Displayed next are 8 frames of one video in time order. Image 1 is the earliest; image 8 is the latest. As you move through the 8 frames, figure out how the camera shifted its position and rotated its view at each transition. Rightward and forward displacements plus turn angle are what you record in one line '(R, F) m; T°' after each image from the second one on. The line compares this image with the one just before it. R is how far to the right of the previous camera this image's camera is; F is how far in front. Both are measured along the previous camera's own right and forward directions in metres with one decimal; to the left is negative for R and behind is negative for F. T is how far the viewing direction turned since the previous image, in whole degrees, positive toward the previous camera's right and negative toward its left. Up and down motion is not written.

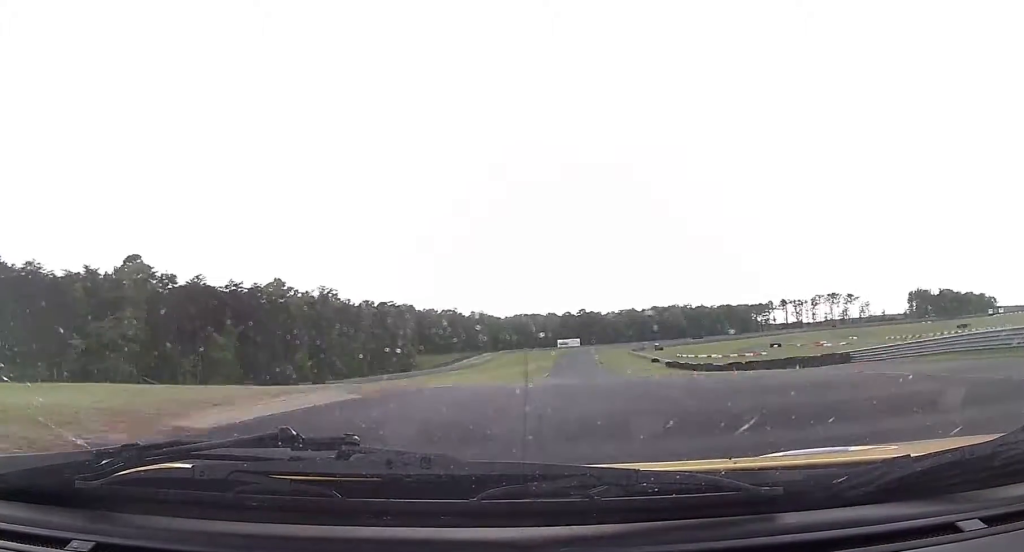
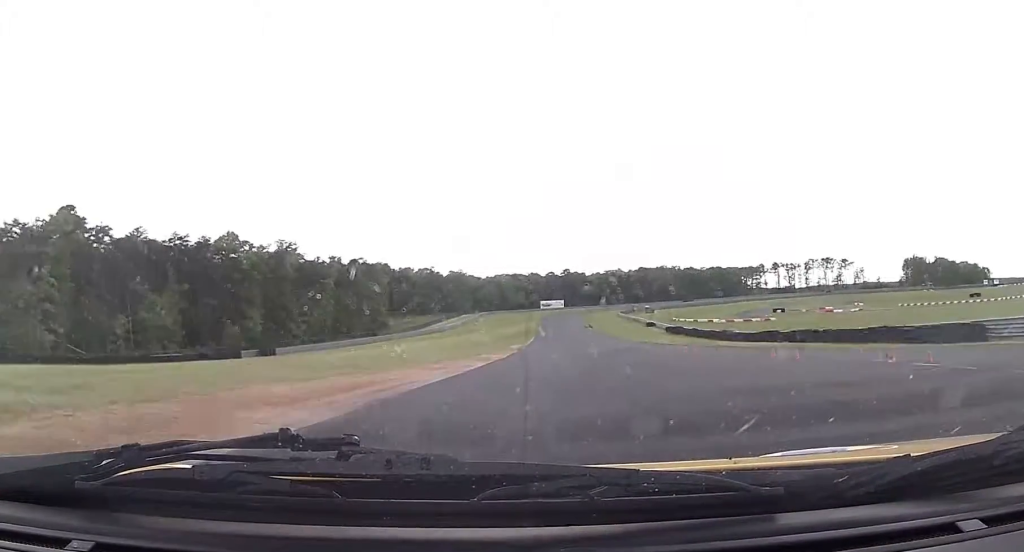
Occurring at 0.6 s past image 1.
(+0.7, +17.3) m; +1°
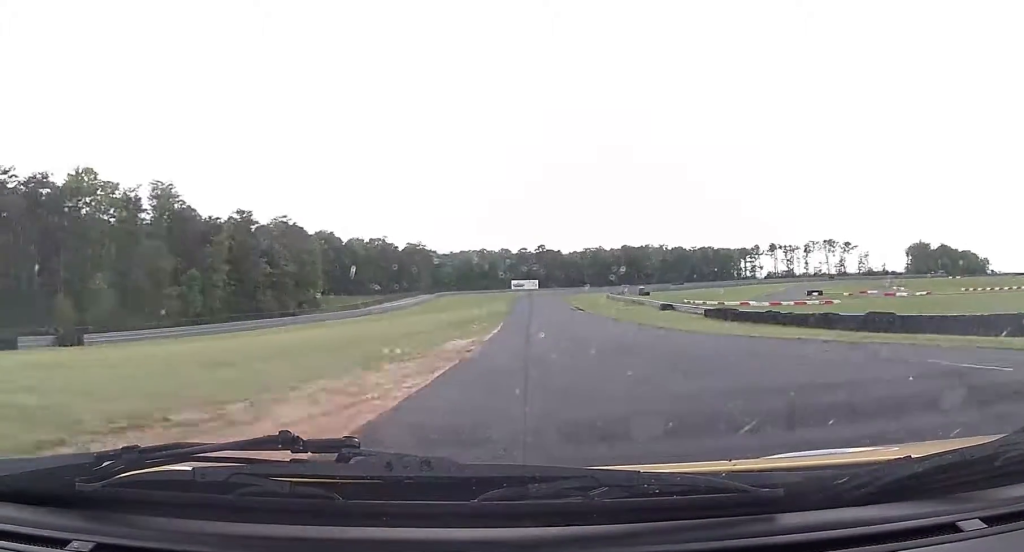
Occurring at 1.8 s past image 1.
(+0.3, +41.3) m; +1°
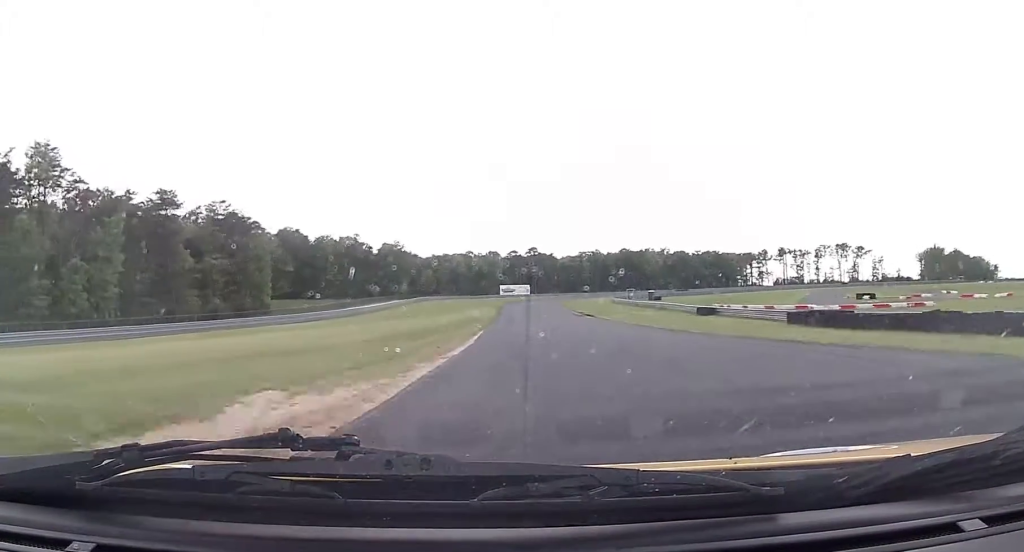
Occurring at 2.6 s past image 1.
(+0.3, +27.0) m; +1°
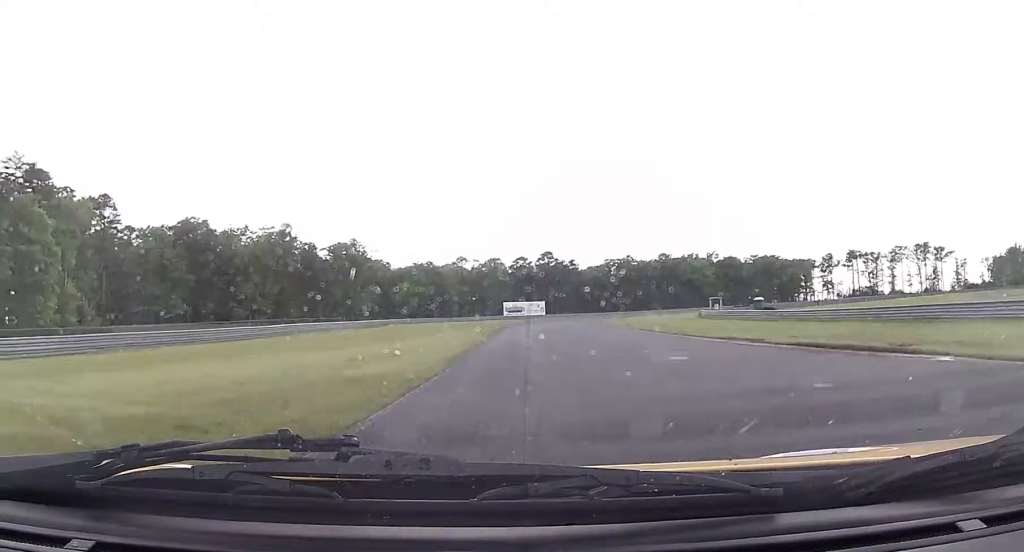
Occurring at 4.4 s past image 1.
(+0.5, +66.2) m; +1°
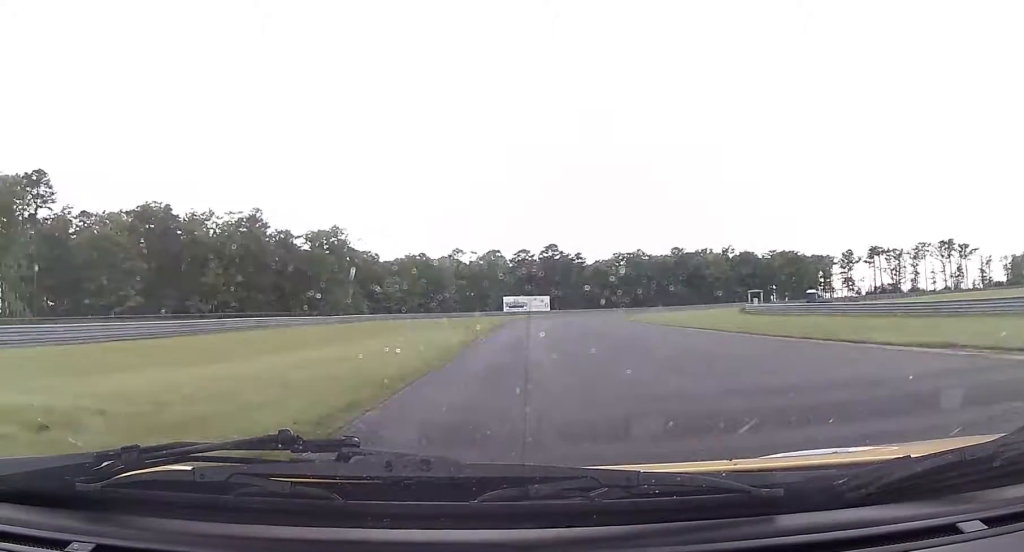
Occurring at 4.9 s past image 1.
(-0.1, +16.9) m; 0°
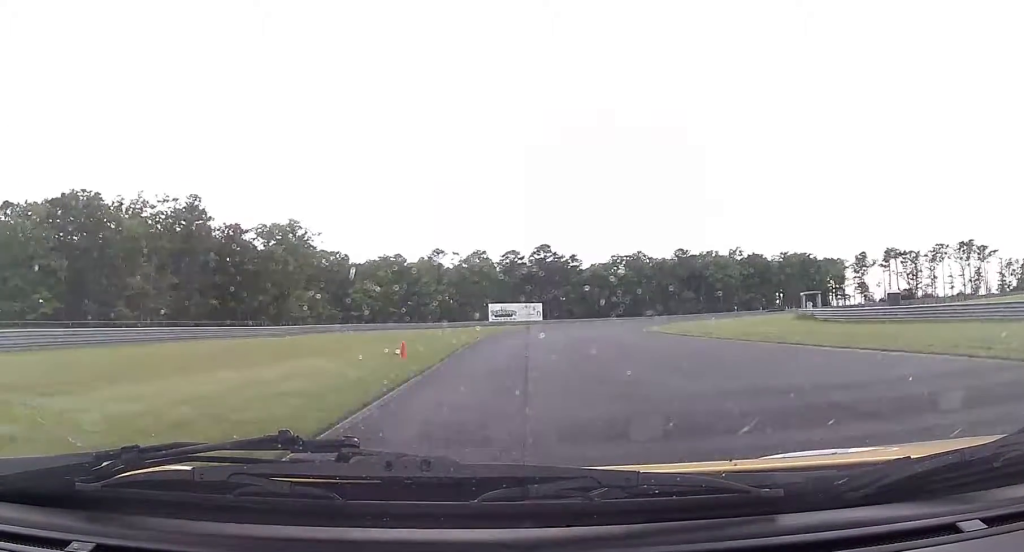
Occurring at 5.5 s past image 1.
(+0.2, +19.6) m; +2°
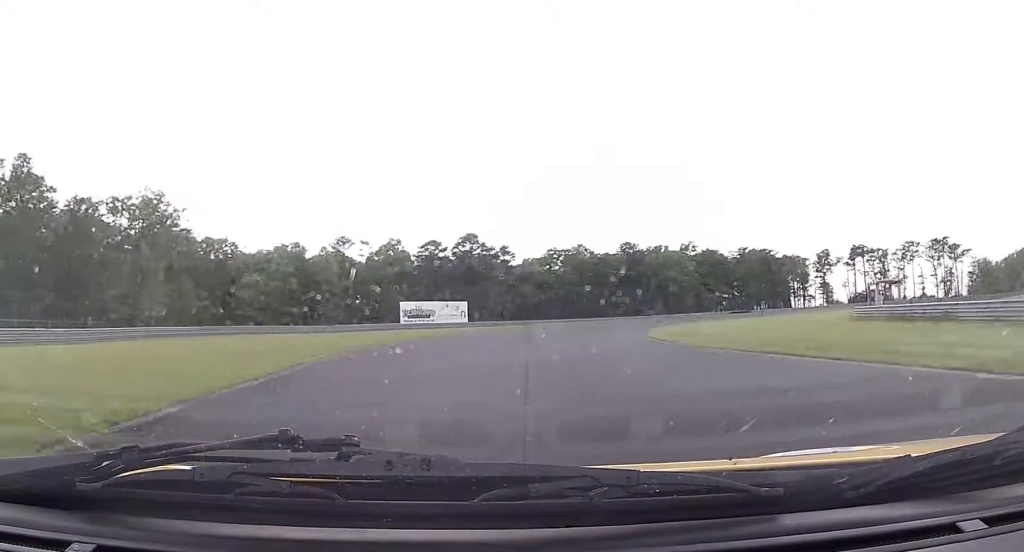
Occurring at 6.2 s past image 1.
(+0.4, +25.8) m; +5°
